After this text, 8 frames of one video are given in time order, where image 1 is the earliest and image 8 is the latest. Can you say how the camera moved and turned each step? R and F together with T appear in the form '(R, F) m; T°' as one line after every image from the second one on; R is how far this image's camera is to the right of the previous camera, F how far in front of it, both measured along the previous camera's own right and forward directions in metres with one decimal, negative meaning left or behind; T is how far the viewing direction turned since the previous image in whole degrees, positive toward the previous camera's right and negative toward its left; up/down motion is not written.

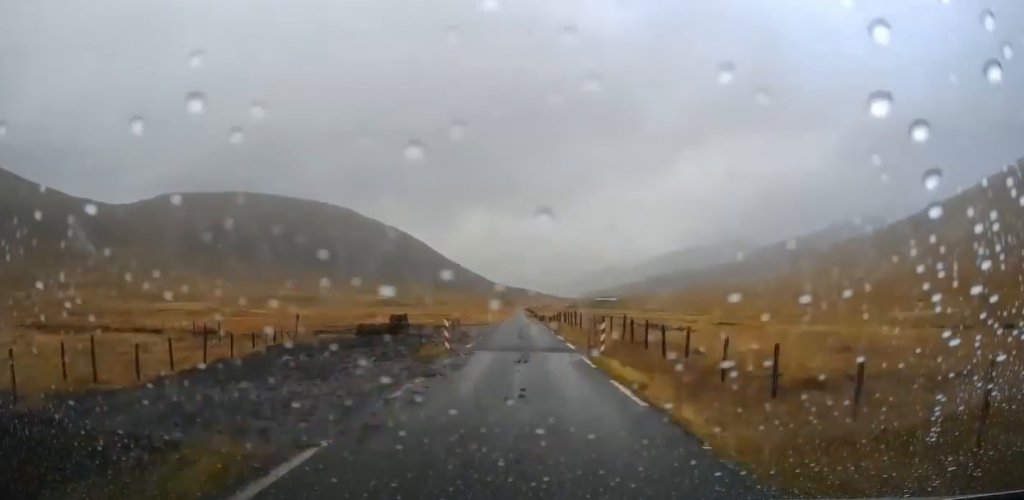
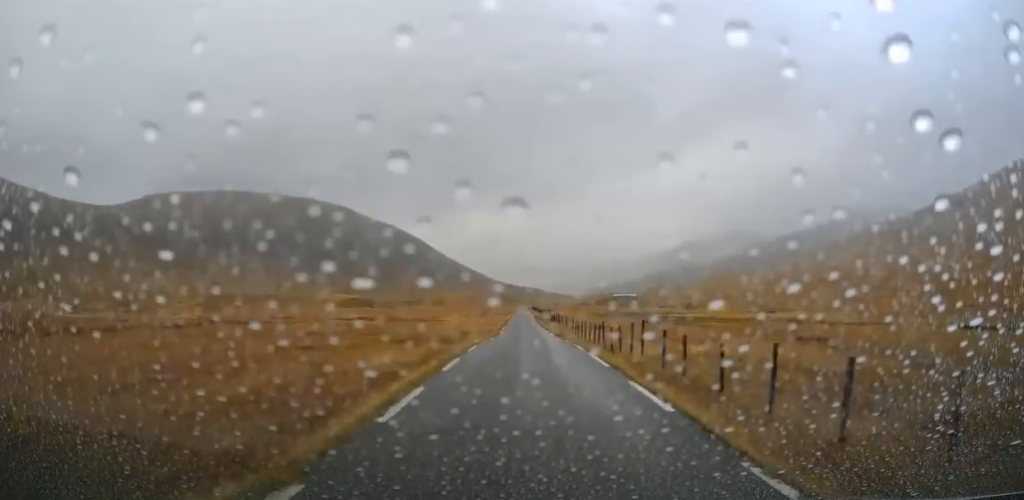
(-0.2, +78.5) m; -1°
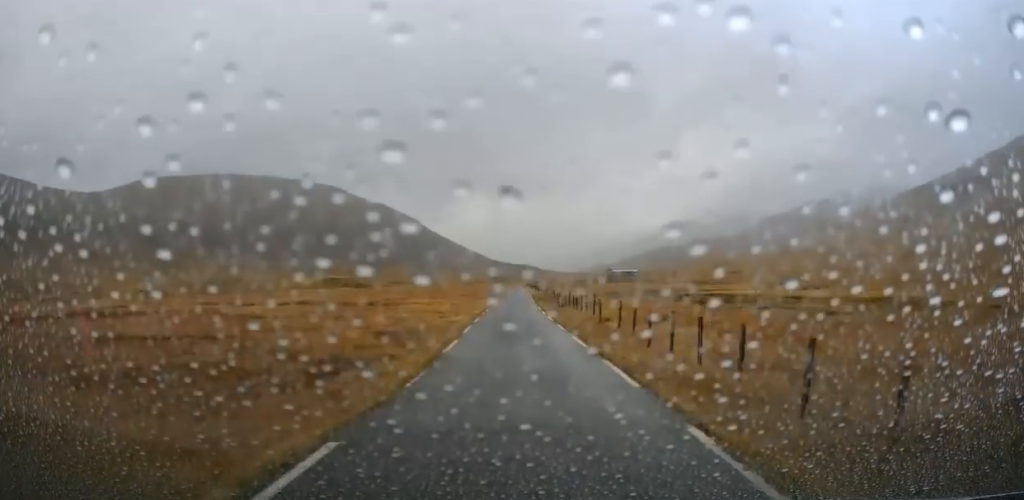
(-0.1, +28.6) m; 0°
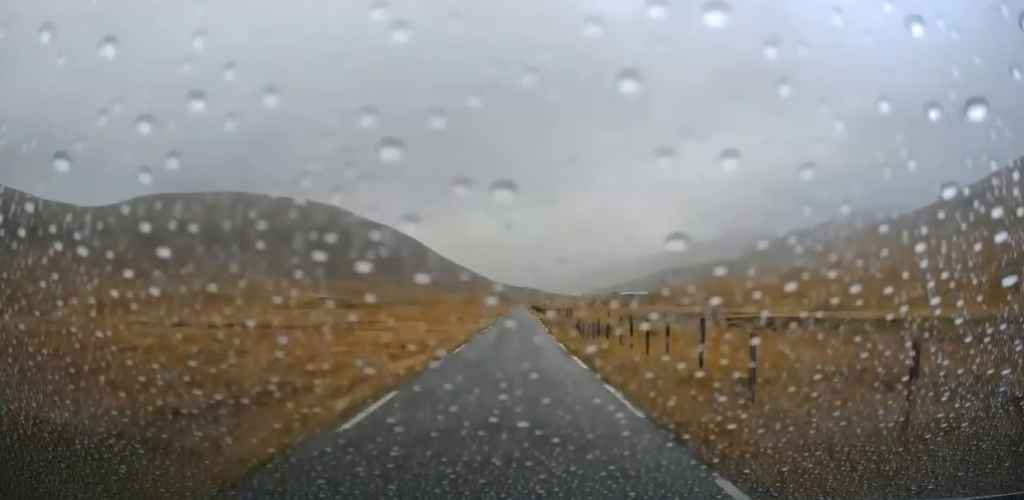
(+0.1, +20.3) m; 0°
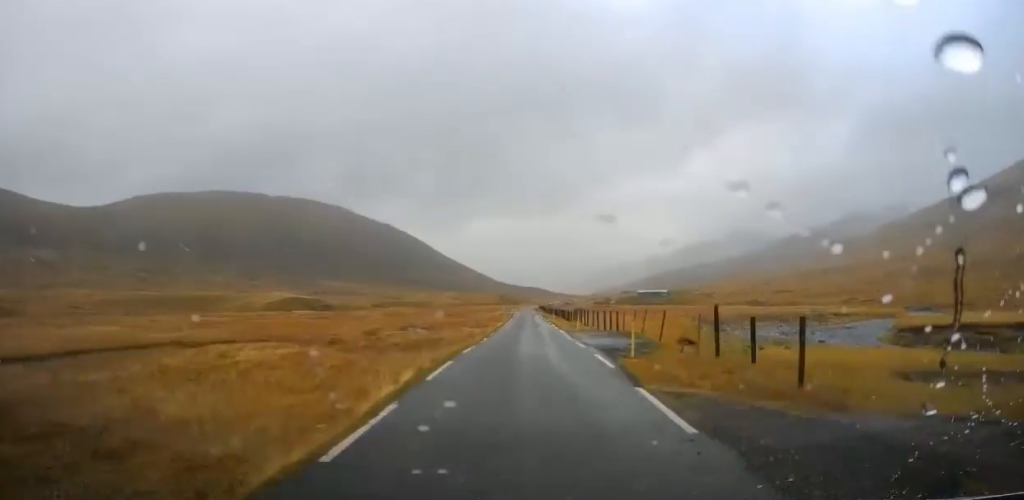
(+0.1, +42.9) m; 0°
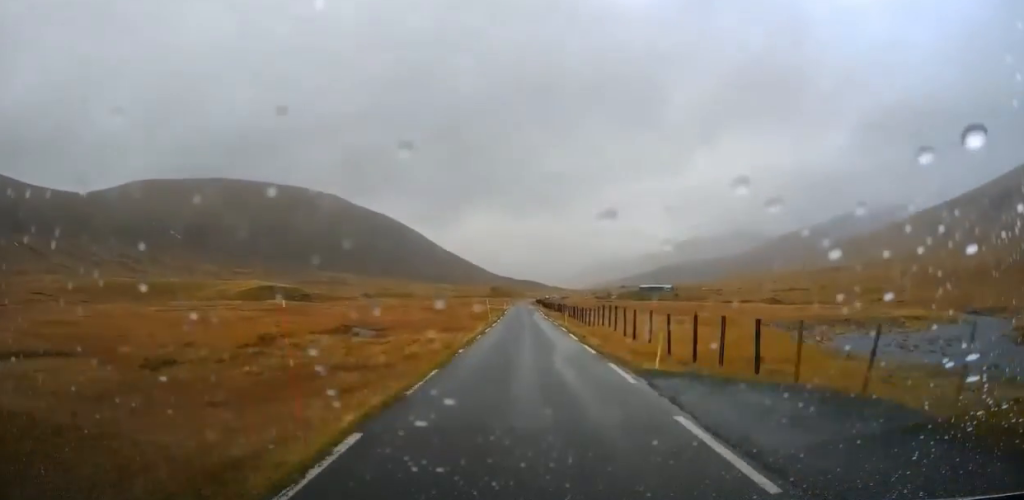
(-0.2, +20.2) m; 0°
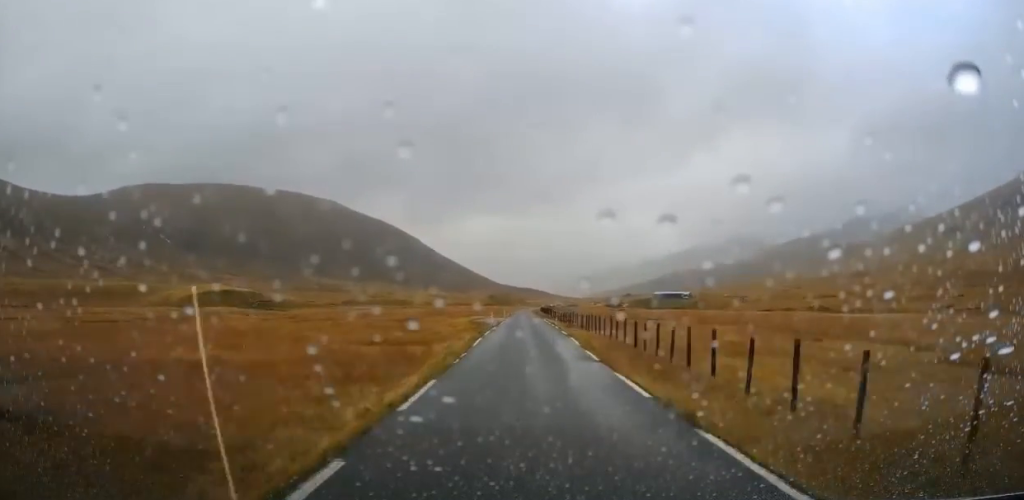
(+0.2, +36.5) m; +1°
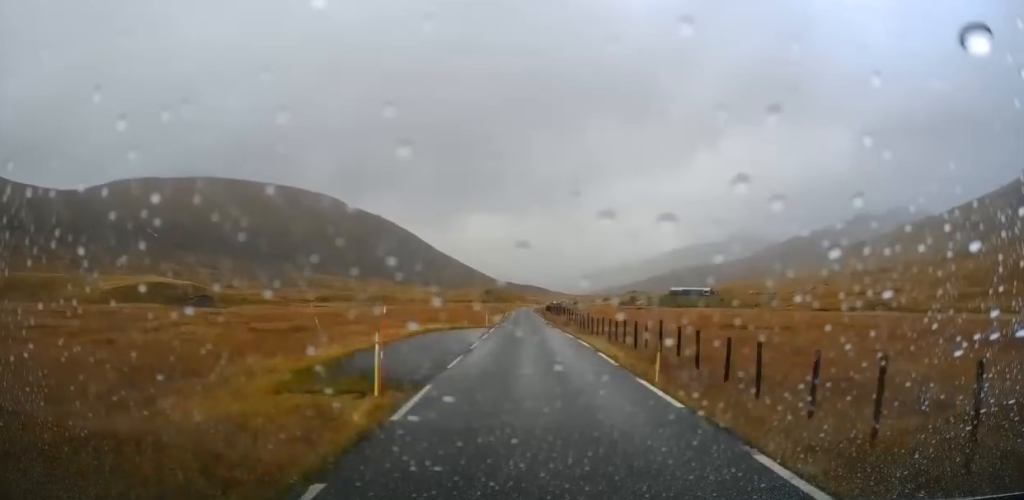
(+0.5, +37.3) m; 0°
